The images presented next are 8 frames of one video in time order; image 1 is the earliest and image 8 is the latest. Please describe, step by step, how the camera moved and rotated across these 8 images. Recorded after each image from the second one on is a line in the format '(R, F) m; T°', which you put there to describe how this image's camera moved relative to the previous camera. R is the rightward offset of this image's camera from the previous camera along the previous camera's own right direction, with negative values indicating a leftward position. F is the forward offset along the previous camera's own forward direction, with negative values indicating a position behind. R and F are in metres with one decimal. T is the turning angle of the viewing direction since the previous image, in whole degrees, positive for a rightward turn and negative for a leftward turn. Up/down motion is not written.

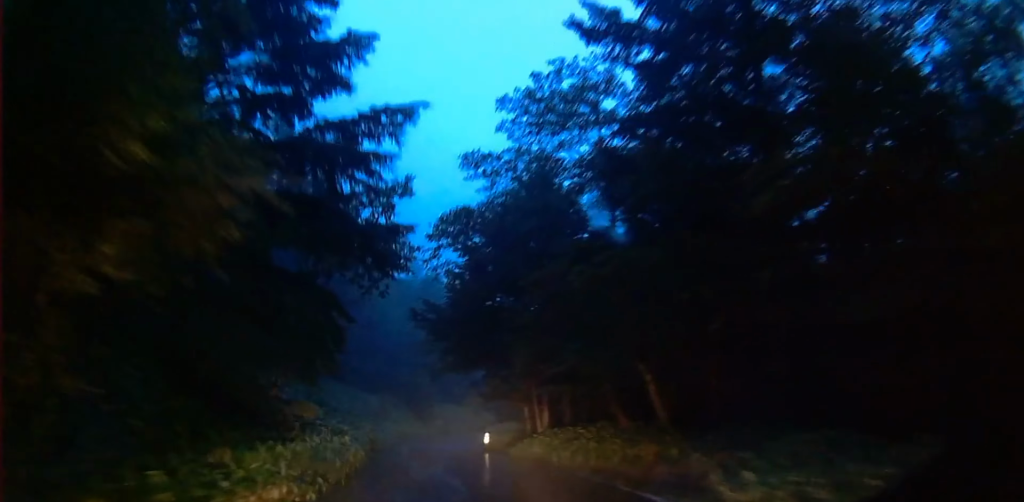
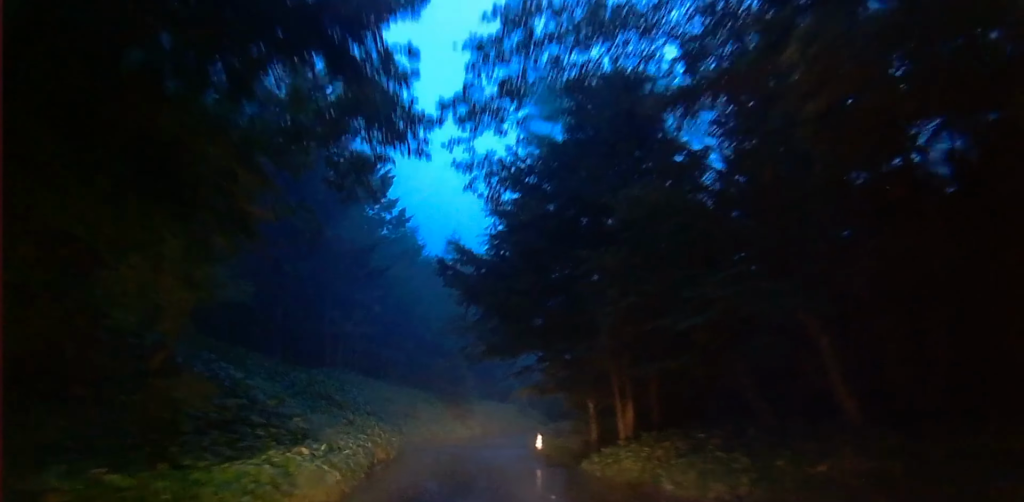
(0.0, +7.5) m; -5°
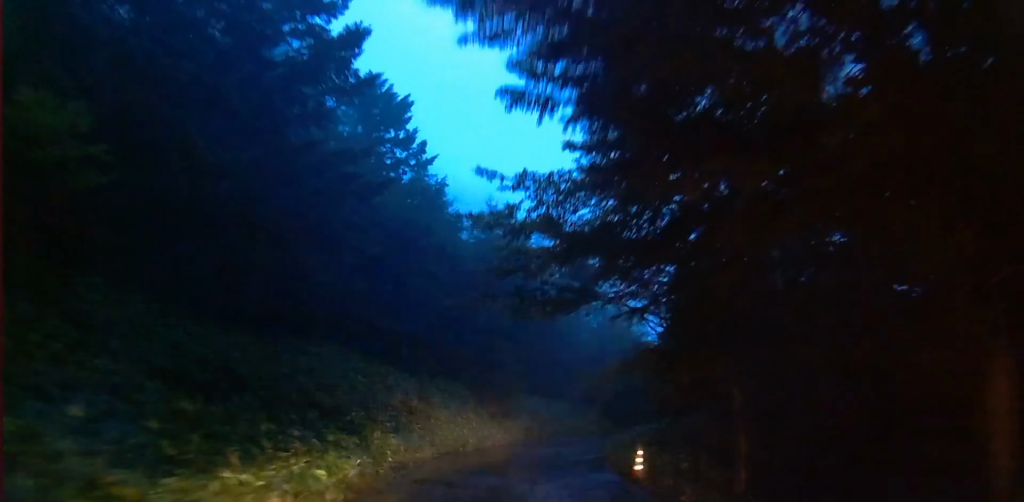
(-1.4, +11.8) m; -8°
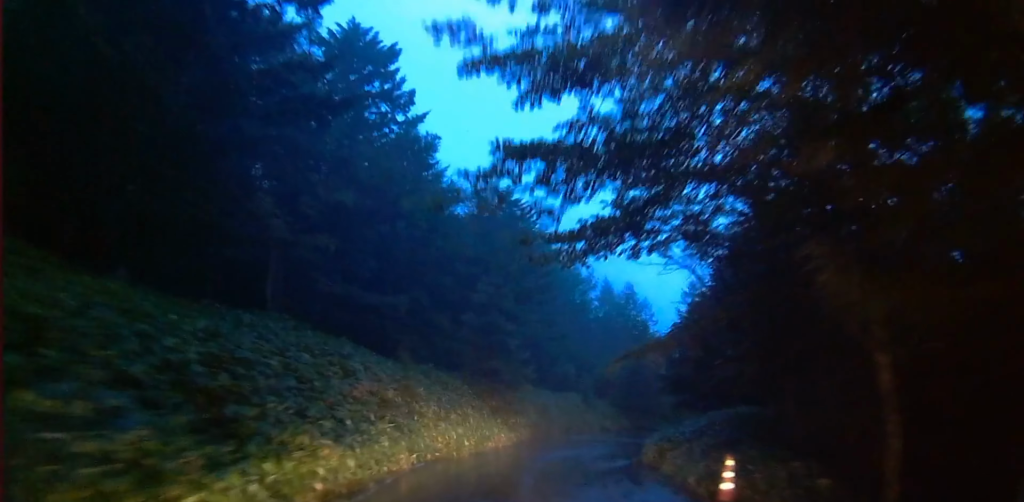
(0.0, +5.6) m; 0°
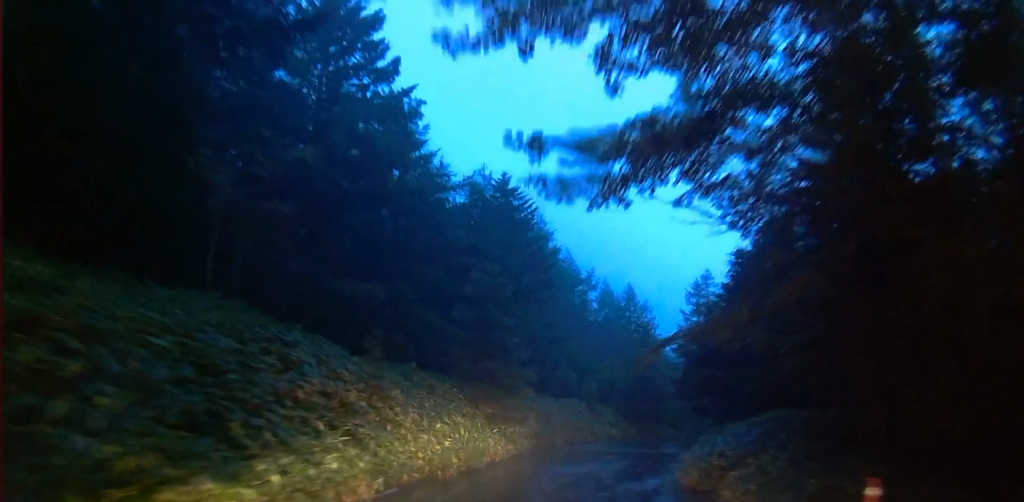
(-0.3, +3.7) m; +3°
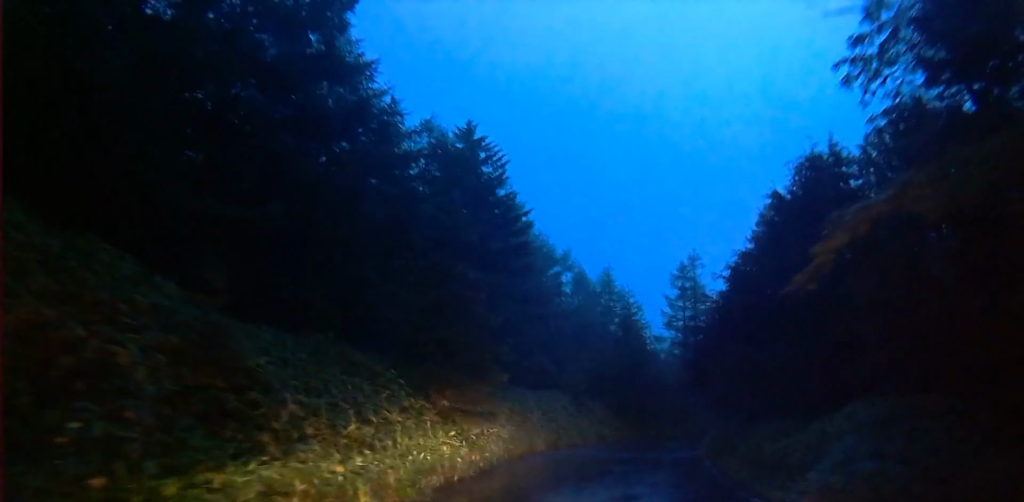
(+0.4, +6.7) m; +7°
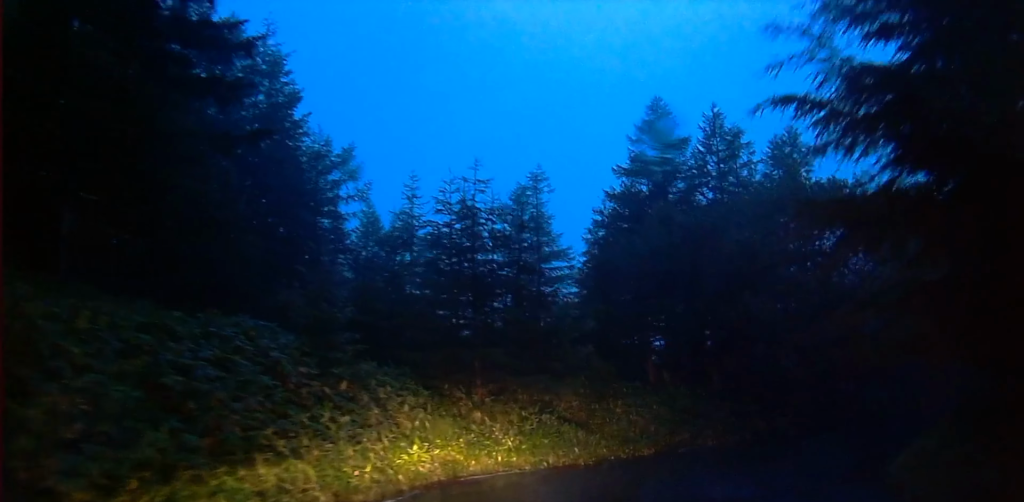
(+2.3, +20.1) m; +14°
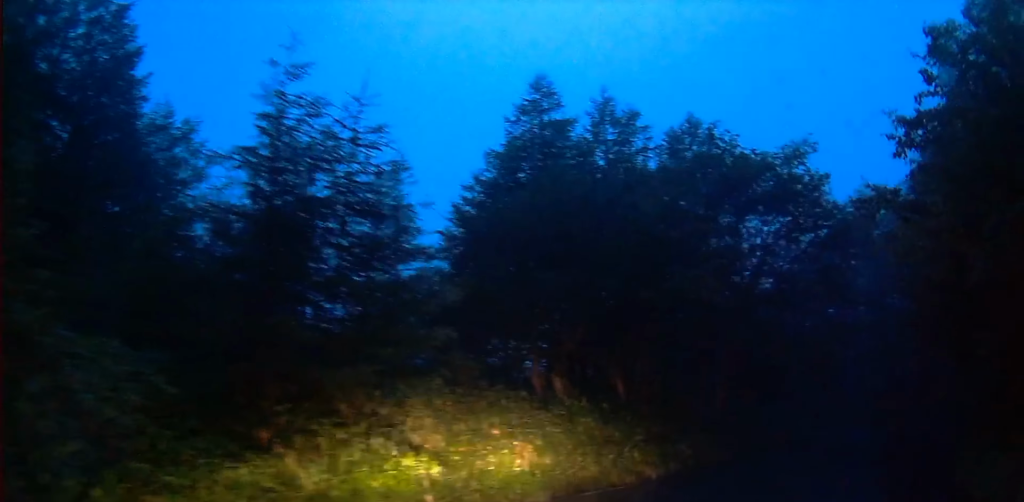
(+0.7, +6.0) m; +7°
